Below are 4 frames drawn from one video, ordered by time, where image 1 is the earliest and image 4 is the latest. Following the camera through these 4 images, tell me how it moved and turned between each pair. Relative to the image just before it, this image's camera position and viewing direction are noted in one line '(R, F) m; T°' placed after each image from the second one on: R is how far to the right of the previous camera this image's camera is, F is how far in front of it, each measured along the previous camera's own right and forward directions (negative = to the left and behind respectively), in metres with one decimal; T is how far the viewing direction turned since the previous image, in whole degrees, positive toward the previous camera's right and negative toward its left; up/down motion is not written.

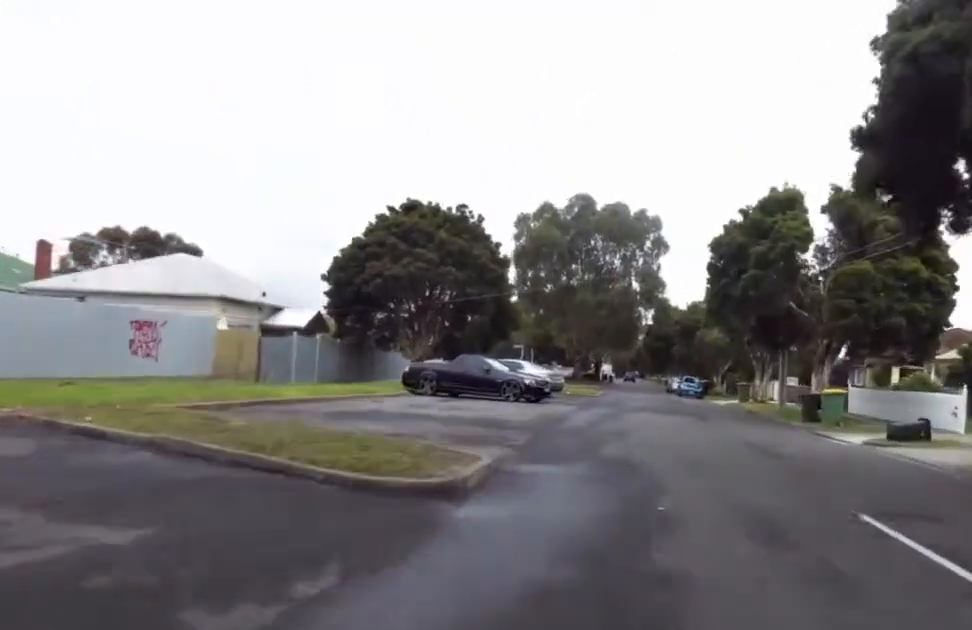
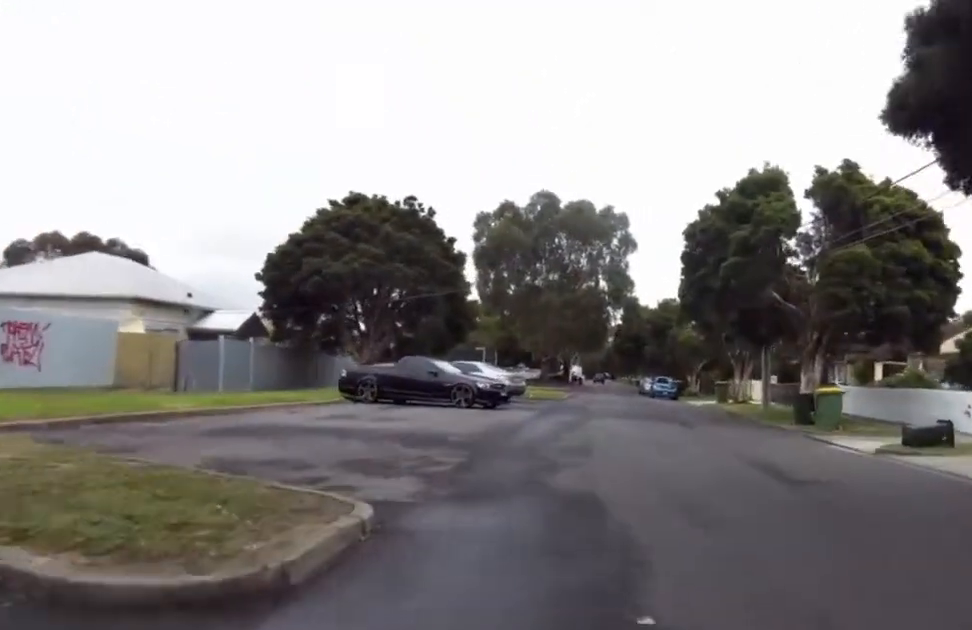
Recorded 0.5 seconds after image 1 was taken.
(+0.4, +3.3) m; -1°
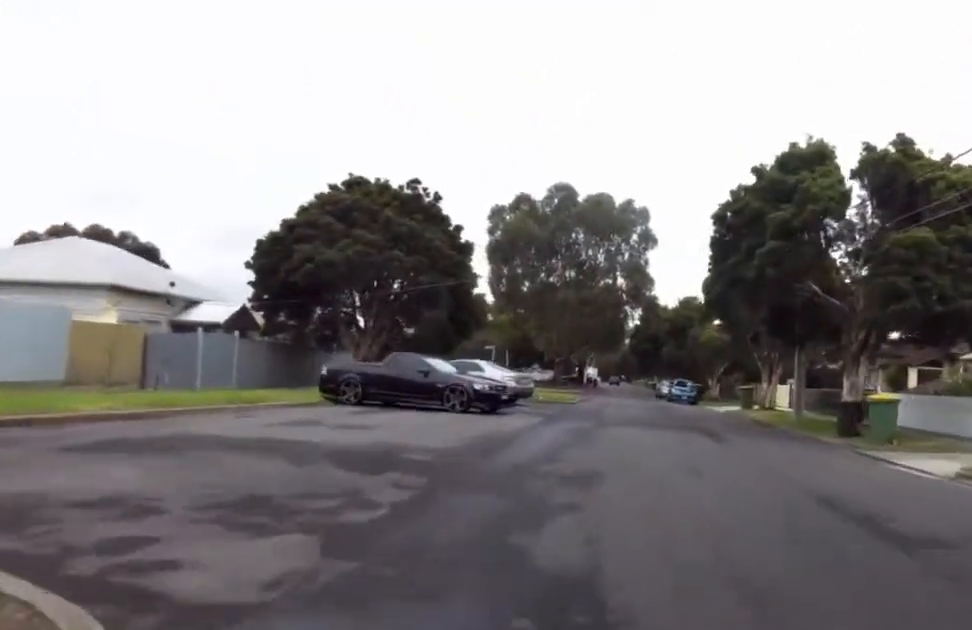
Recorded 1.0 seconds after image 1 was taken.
(-0.5, +3.3) m; -4°
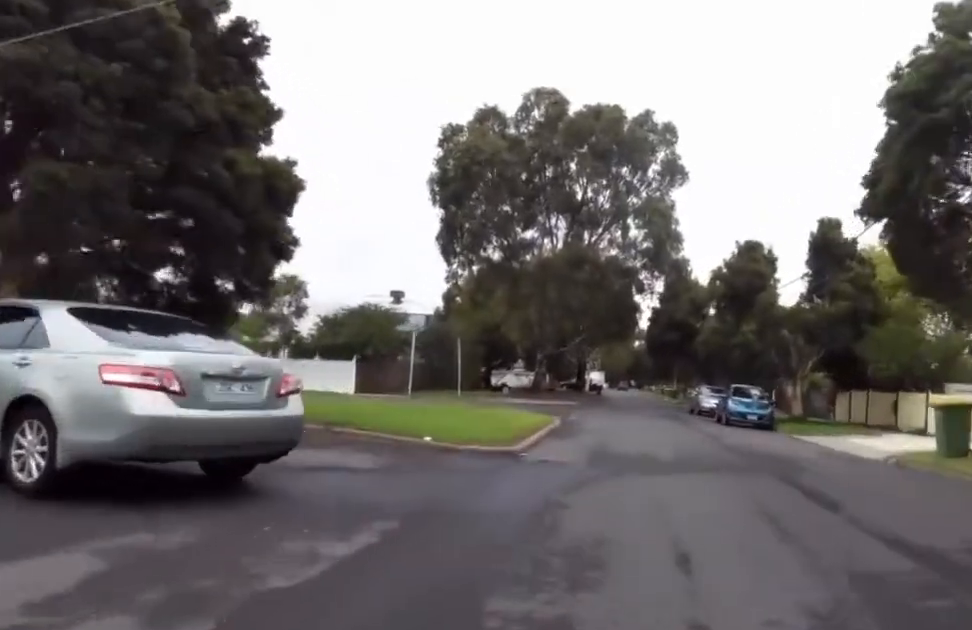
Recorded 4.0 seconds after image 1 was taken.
(+0.7, +22.3) m; +4°
